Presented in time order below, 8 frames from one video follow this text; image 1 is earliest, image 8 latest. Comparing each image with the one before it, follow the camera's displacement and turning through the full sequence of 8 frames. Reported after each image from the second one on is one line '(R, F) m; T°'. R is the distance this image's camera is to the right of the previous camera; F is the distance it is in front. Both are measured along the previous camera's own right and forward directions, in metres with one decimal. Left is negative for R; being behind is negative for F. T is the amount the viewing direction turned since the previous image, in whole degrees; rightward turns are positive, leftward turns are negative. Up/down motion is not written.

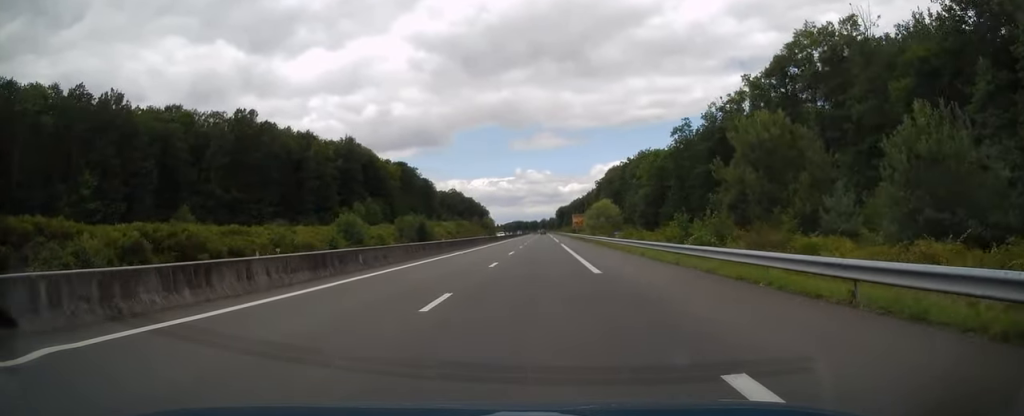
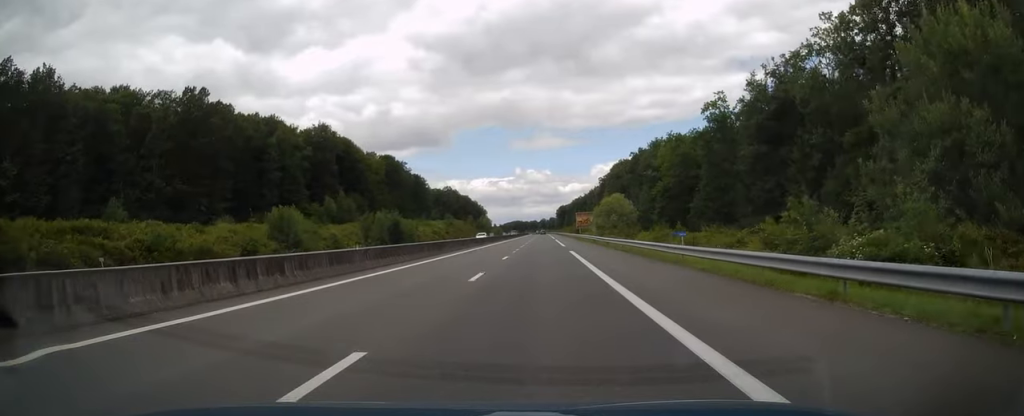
(-0.1, +19.5) m; 0°
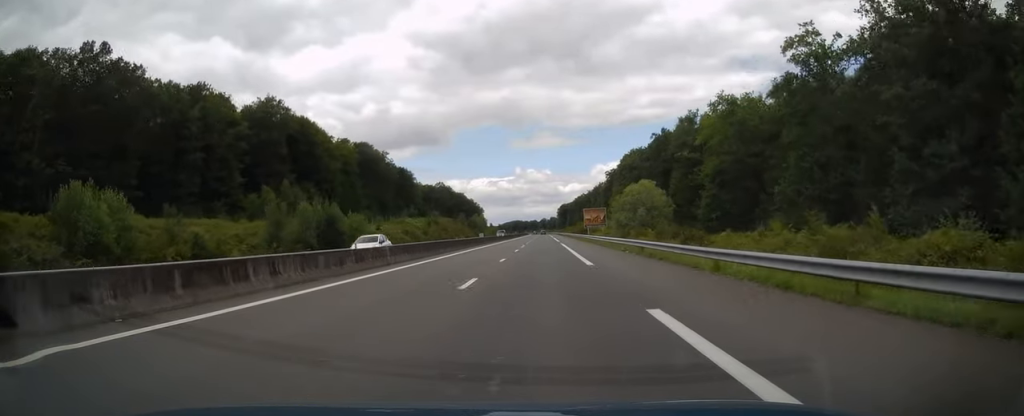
(+0.1, +28.3) m; 0°
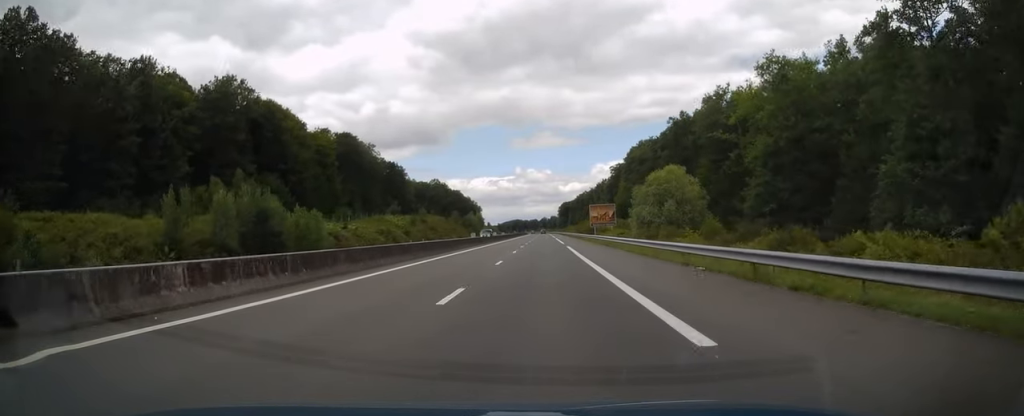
(+0.2, +16.1) m; 0°
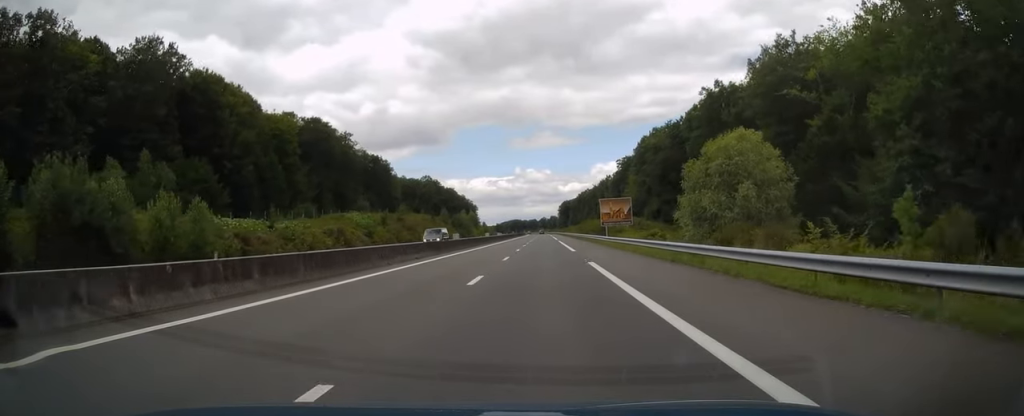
(-0.2, +21.9) m; 0°
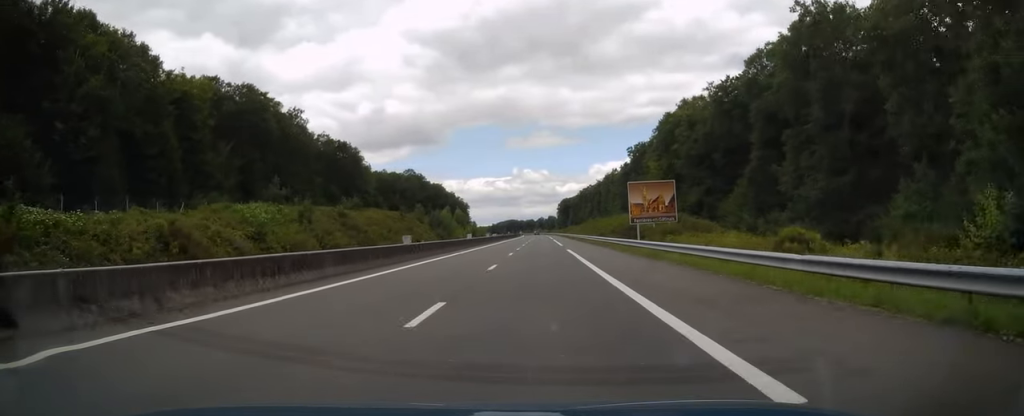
(+0.1, +32.6) m; 0°
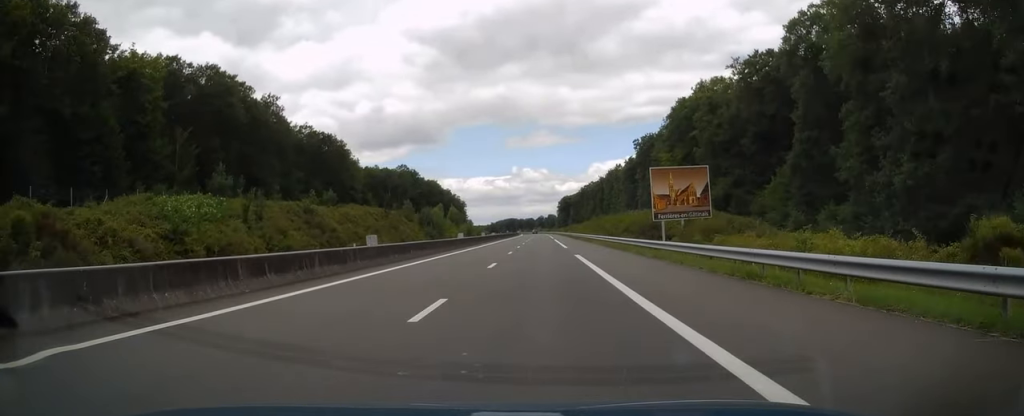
(0.0, +12.7) m; 0°
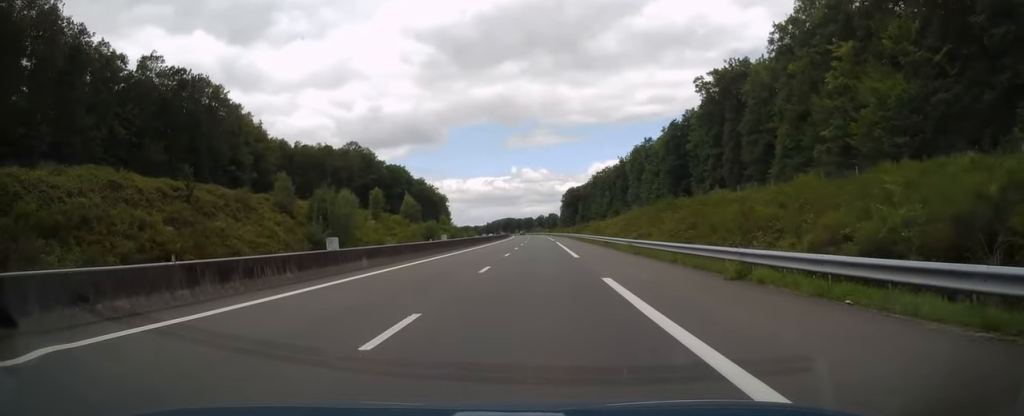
(0.0, +67.1) m; 0°
